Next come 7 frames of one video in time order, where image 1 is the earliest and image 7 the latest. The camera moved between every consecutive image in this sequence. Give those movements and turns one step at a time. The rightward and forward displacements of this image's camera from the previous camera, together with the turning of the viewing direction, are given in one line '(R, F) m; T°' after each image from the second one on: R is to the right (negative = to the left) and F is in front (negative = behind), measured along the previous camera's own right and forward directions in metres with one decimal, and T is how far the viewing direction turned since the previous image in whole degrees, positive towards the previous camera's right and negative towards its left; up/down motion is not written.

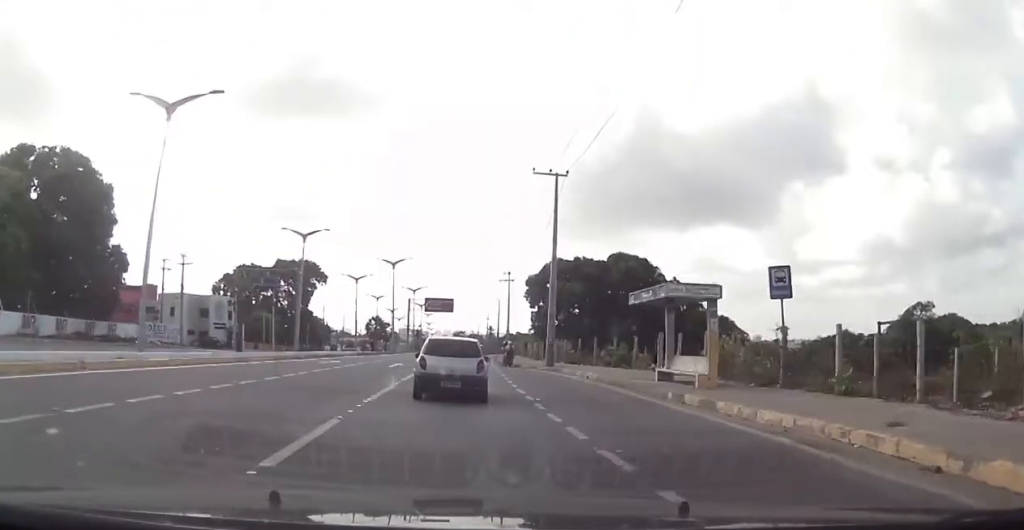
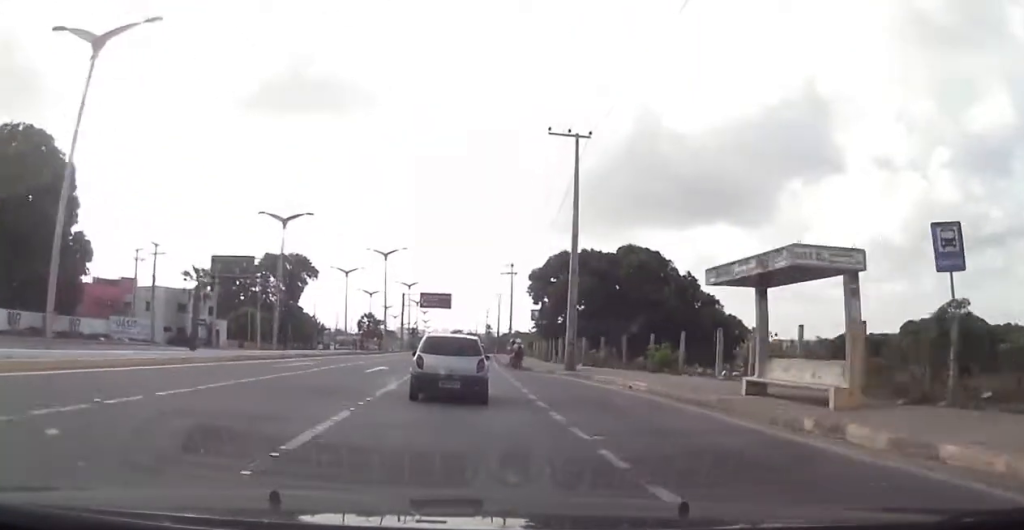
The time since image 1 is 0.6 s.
(0.0, +7.1) m; +1°
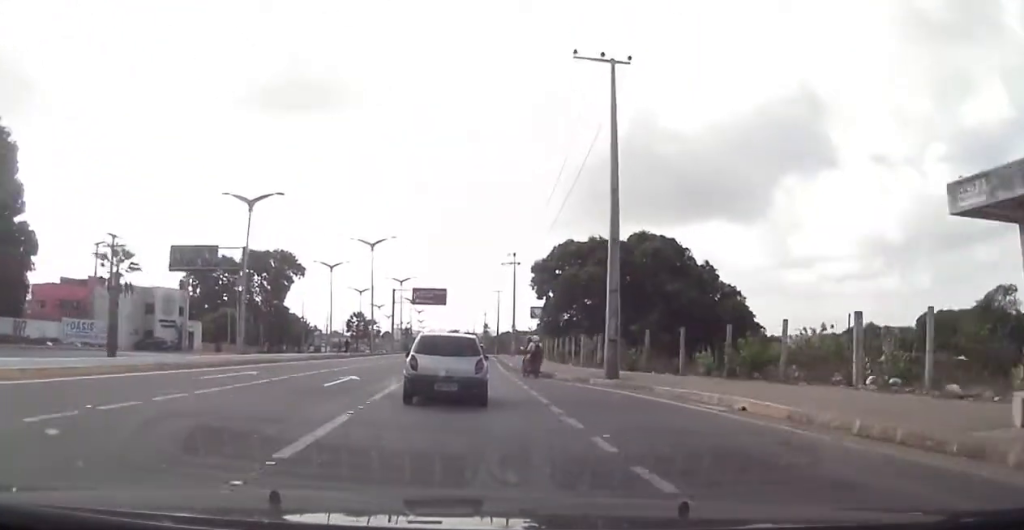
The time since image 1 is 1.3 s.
(0.0, +8.5) m; +2°
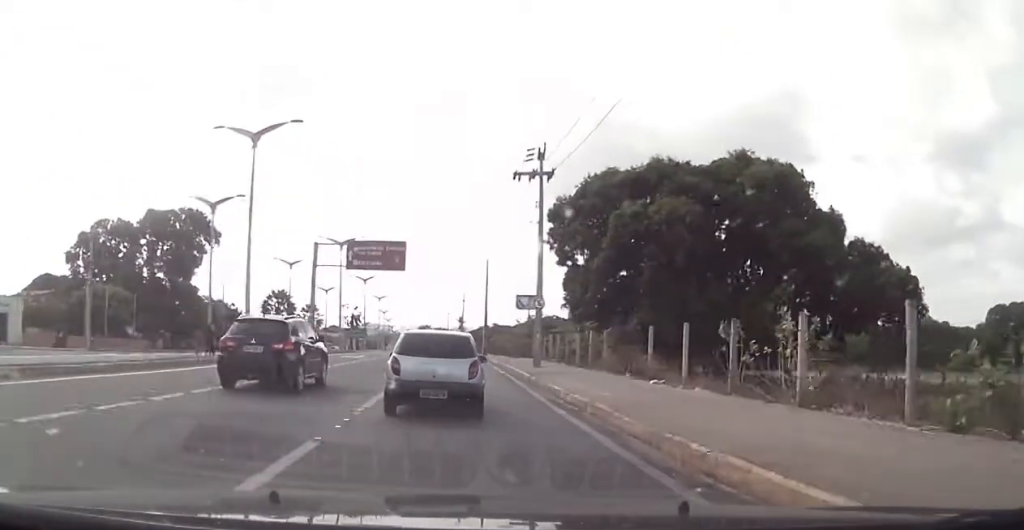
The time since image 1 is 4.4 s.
(-0.4, +34.7) m; +1°
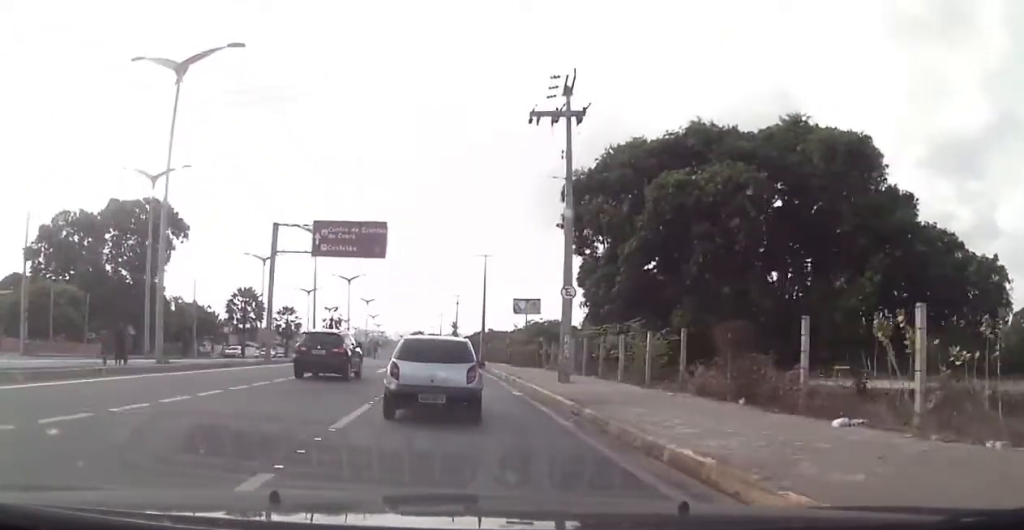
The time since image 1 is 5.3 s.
(+0.4, +9.4) m; +2°
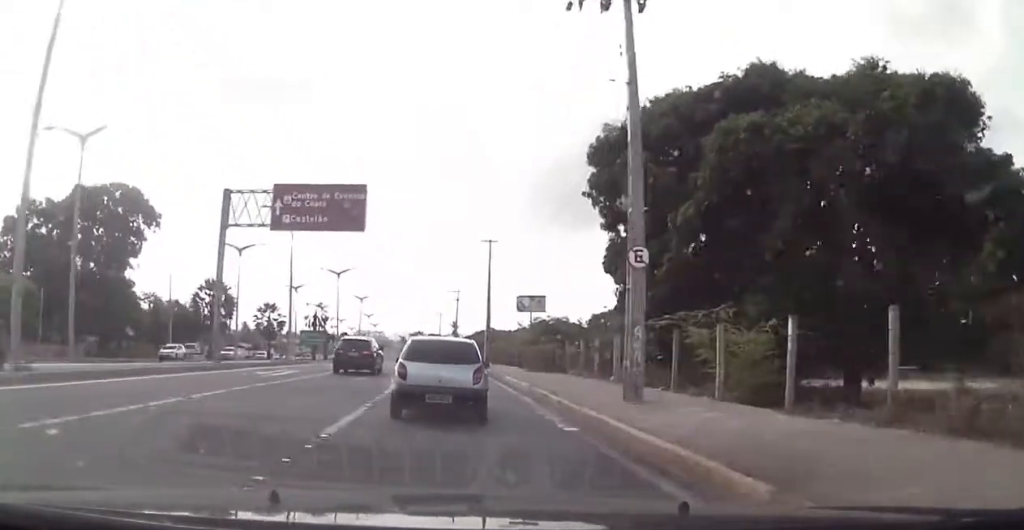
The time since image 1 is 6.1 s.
(0.0, +8.4) m; 0°
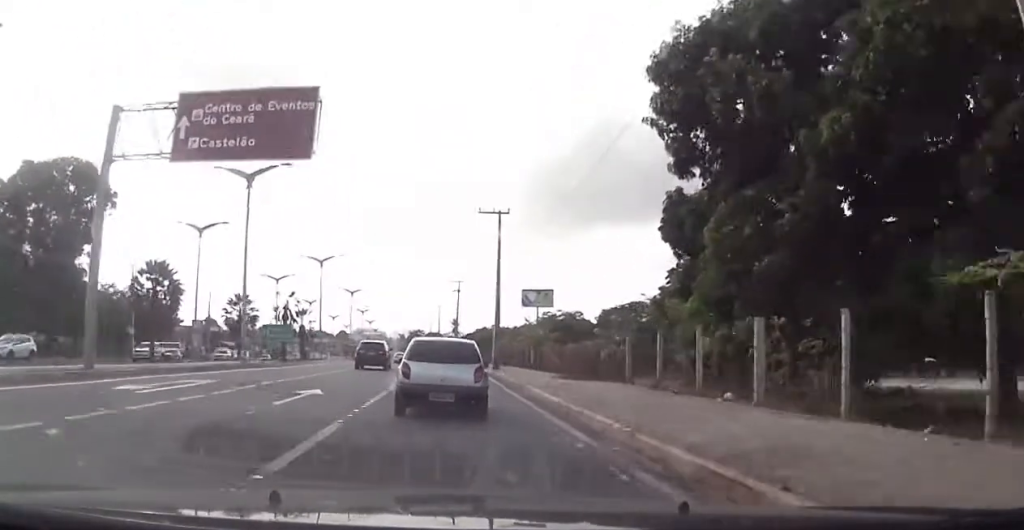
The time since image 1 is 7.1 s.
(-0.1, +10.8) m; 0°
